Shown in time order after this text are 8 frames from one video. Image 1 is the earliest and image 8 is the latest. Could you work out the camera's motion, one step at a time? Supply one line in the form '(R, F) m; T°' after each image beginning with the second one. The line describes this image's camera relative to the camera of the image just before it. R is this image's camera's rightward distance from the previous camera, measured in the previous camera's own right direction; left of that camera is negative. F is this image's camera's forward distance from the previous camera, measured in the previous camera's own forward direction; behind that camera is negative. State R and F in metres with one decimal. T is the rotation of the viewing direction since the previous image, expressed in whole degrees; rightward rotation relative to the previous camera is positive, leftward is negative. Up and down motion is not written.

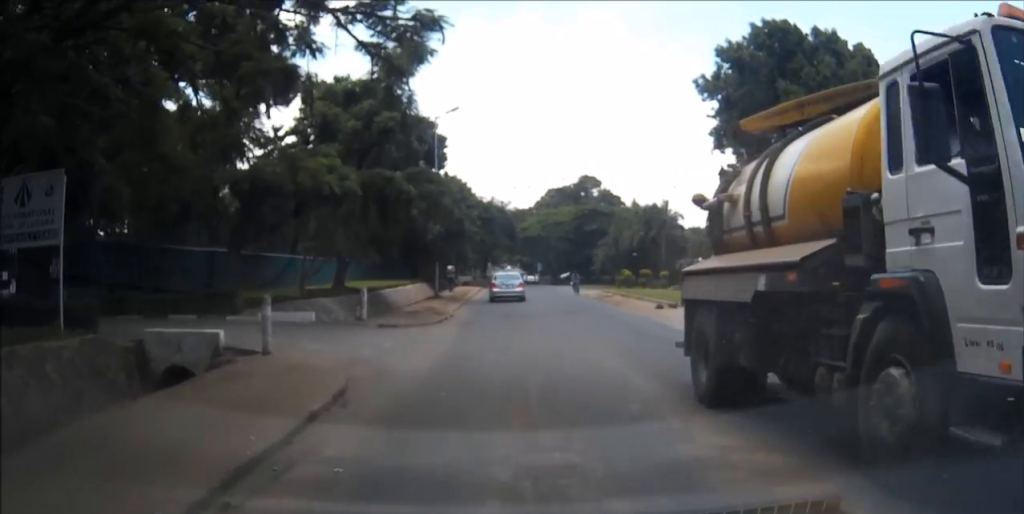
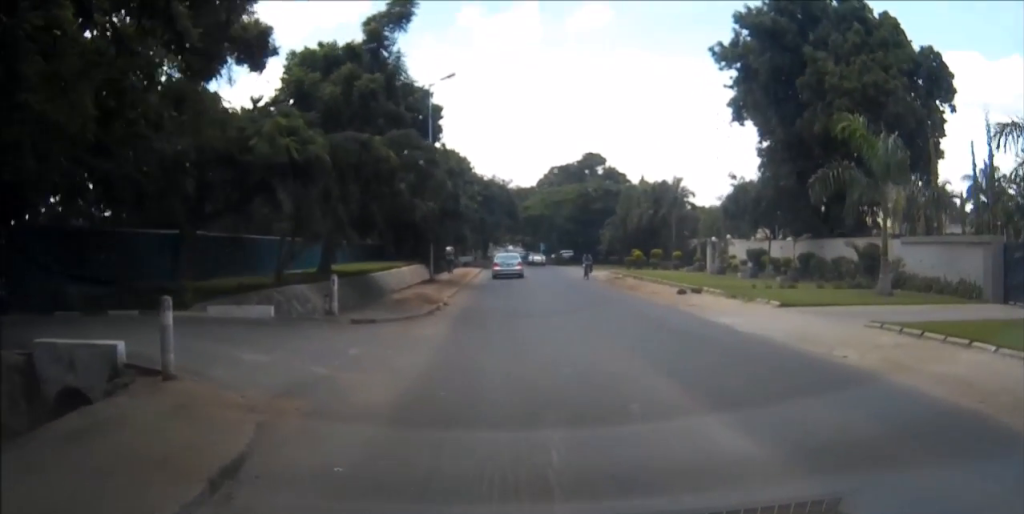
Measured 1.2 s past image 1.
(+0.1, +3.7) m; +2°
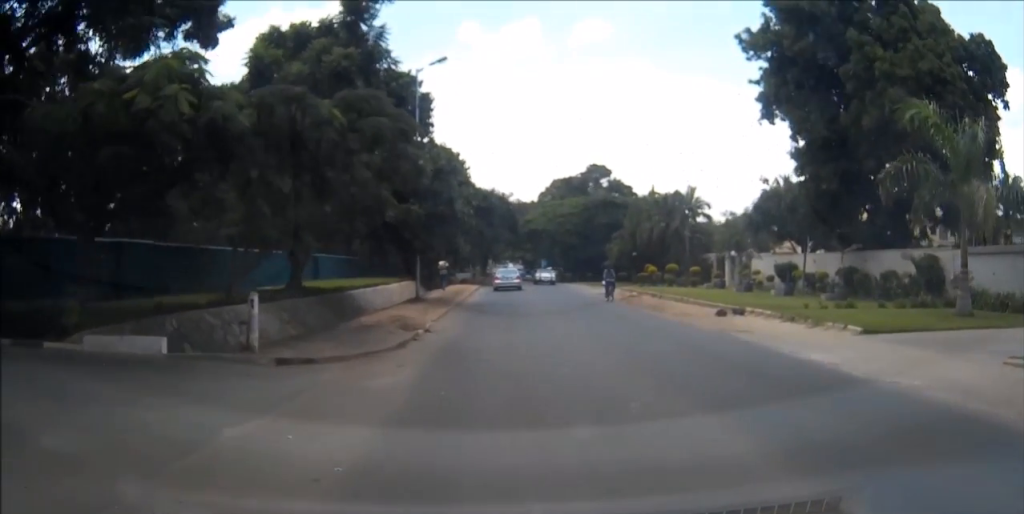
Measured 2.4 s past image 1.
(0.0, +5.1) m; -1°
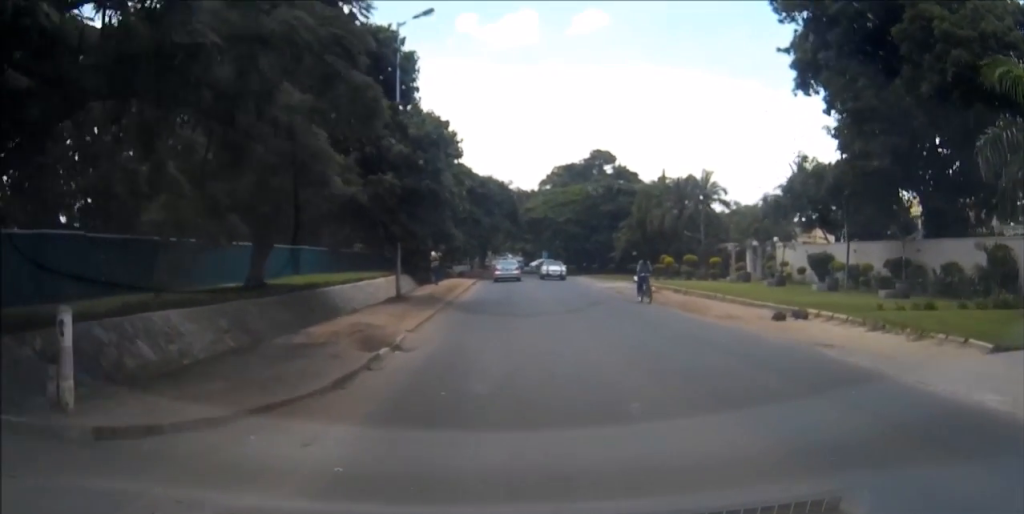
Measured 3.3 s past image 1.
(-0.1, +5.1) m; -1°
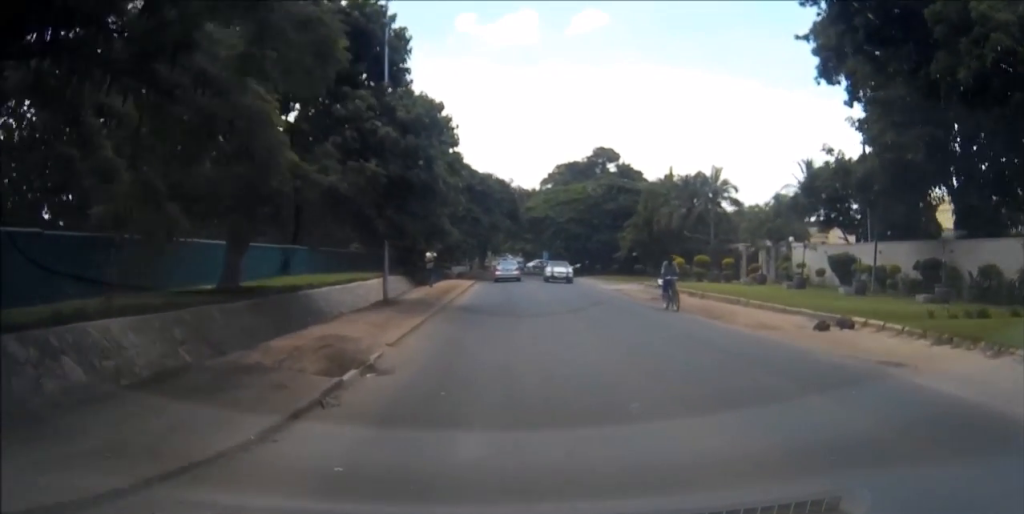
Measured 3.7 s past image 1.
(0.0, +2.6) m; 0°
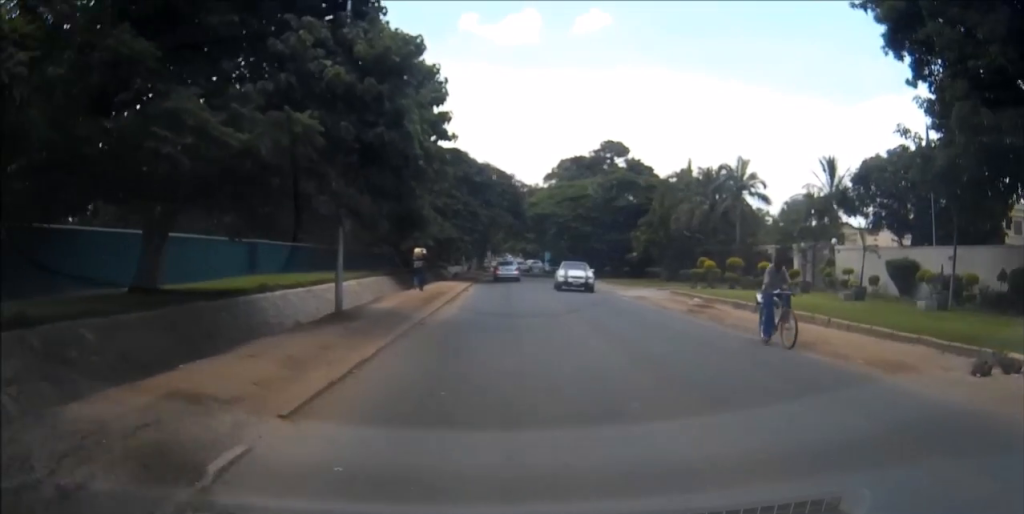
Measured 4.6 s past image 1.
(+0.1, +6.1) m; 0°
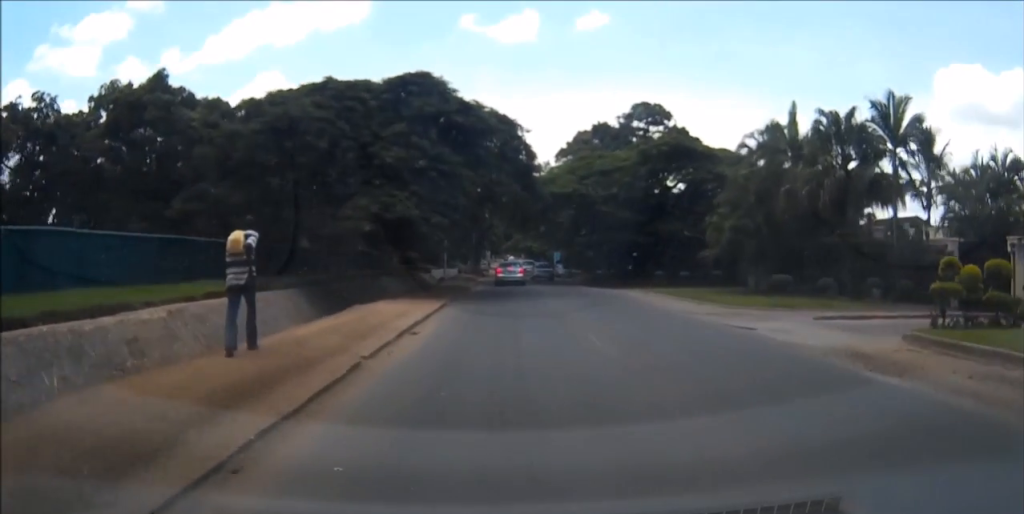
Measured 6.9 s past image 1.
(-0.5, +21.4) m; -1°
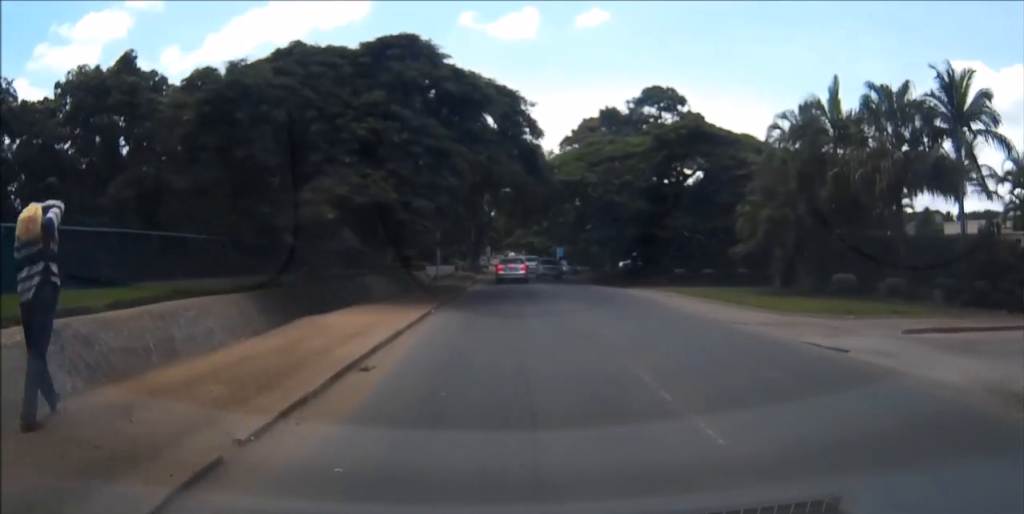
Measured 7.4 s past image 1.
(+0.1, +5.0) m; 0°
